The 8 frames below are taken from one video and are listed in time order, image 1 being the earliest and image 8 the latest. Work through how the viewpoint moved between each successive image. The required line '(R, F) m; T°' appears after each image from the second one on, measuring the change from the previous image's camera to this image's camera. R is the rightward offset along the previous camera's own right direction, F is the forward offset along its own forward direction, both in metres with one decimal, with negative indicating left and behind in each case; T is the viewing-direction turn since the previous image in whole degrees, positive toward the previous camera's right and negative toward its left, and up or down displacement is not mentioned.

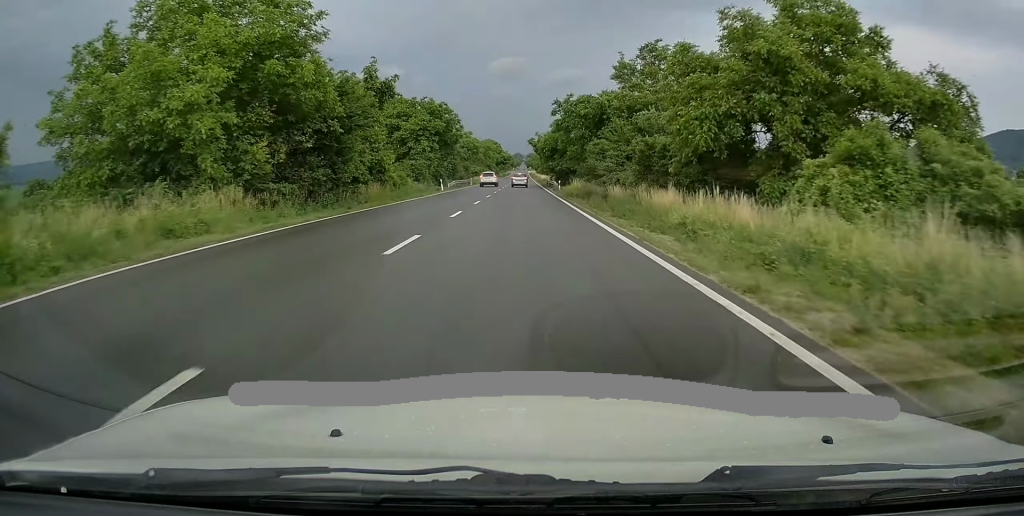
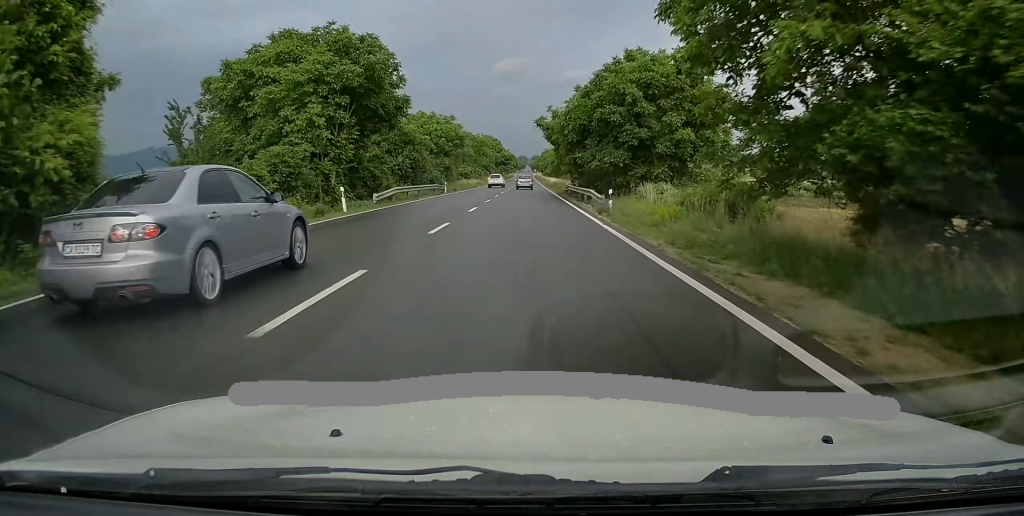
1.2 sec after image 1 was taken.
(+0.4, +31.3) m; +1°
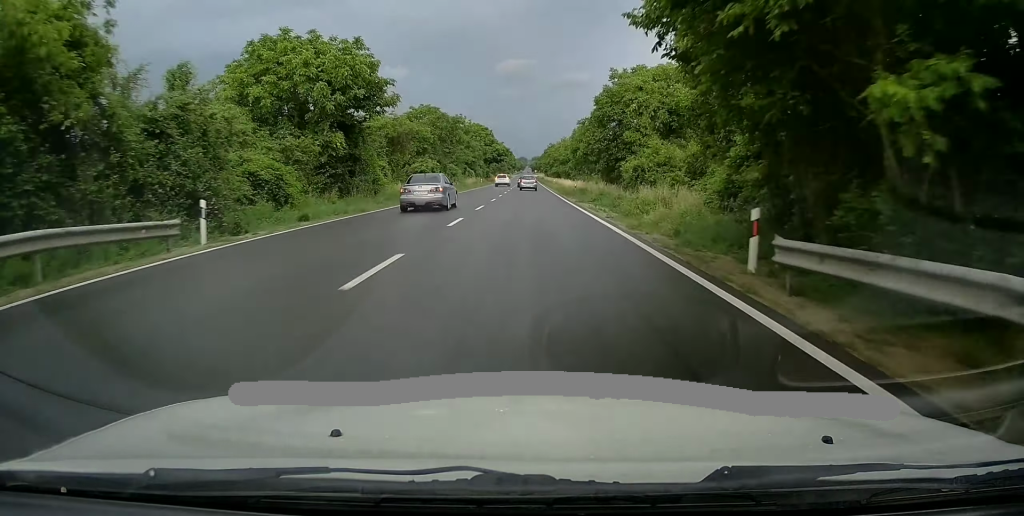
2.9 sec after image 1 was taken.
(-0.1, +42.4) m; -1°
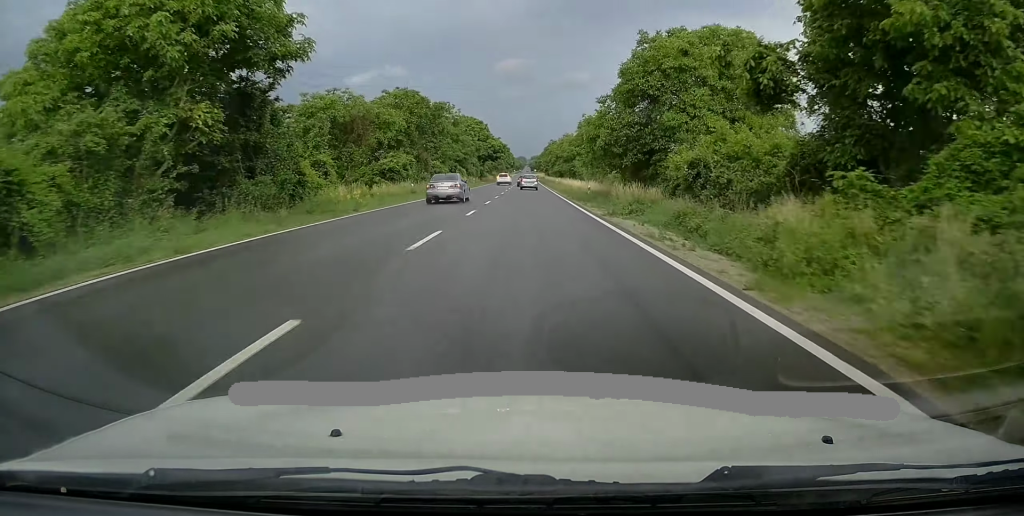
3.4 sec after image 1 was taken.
(0.0, +13.5) m; -1°
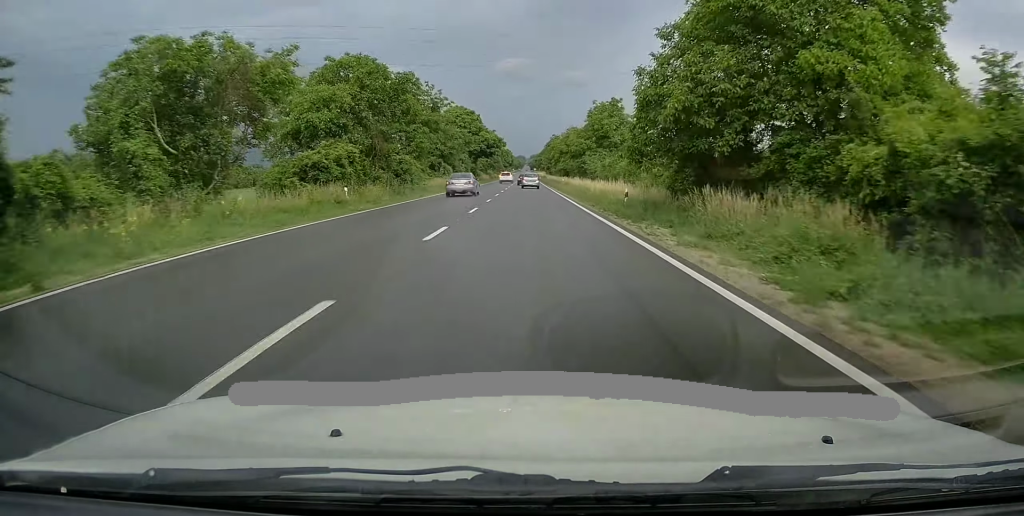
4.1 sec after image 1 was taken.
(-0.2, +16.9) m; -1°
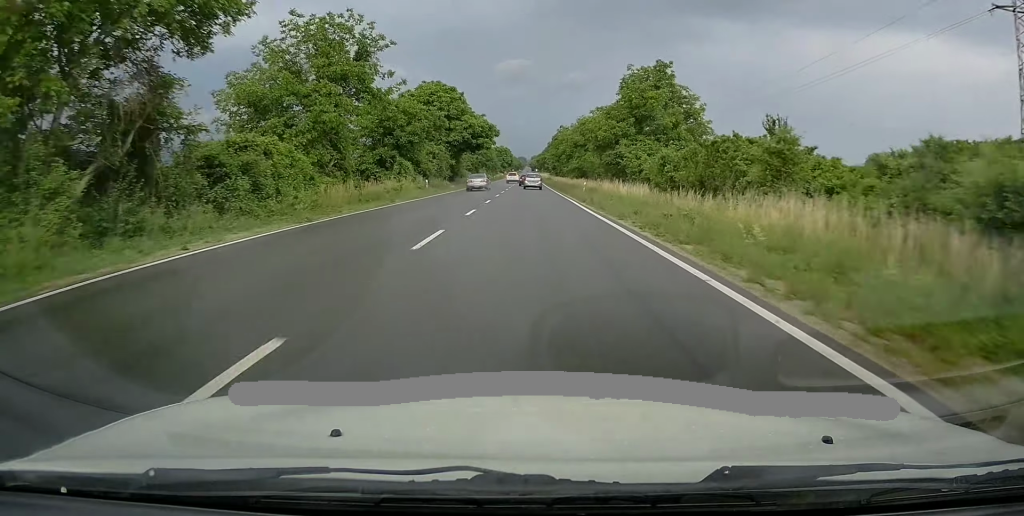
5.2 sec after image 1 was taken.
(-0.1, +27.9) m; +1°
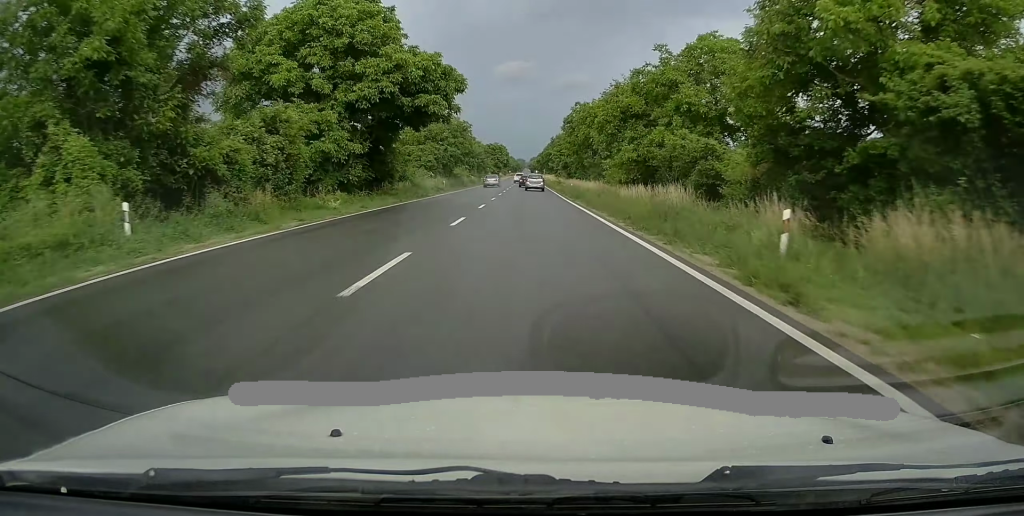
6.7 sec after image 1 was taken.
(+0.7, +39.1) m; +1°
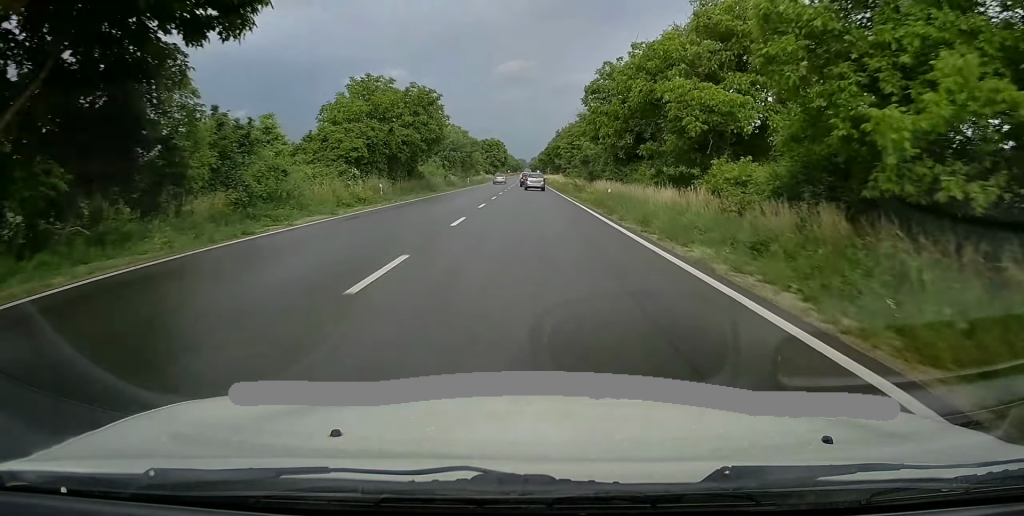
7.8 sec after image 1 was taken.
(0.0, +27.2) m; -1°
